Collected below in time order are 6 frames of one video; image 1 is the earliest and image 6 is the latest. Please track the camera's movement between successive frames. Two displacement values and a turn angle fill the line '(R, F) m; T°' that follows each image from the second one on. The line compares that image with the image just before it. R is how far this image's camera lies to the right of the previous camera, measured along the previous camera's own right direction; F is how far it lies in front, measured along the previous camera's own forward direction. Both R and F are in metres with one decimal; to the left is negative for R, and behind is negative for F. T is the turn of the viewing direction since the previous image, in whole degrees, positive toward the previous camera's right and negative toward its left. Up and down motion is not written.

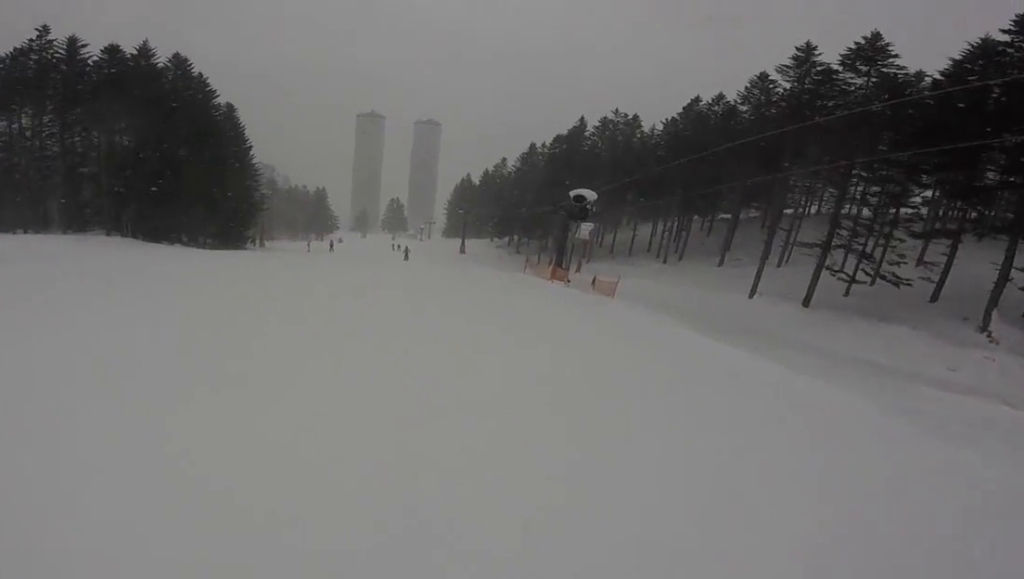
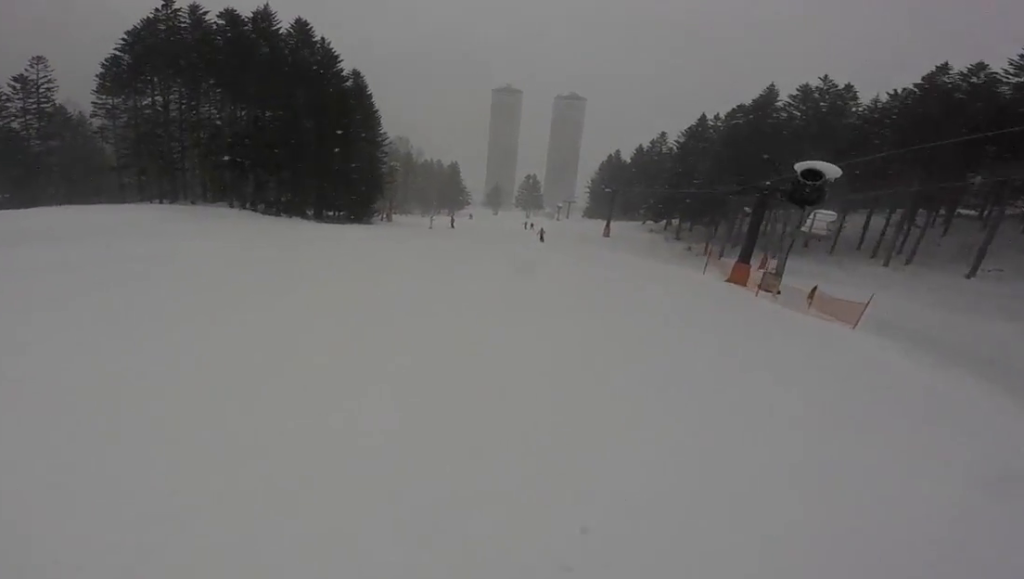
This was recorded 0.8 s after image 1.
(-1.1, +5.9) m; -1°
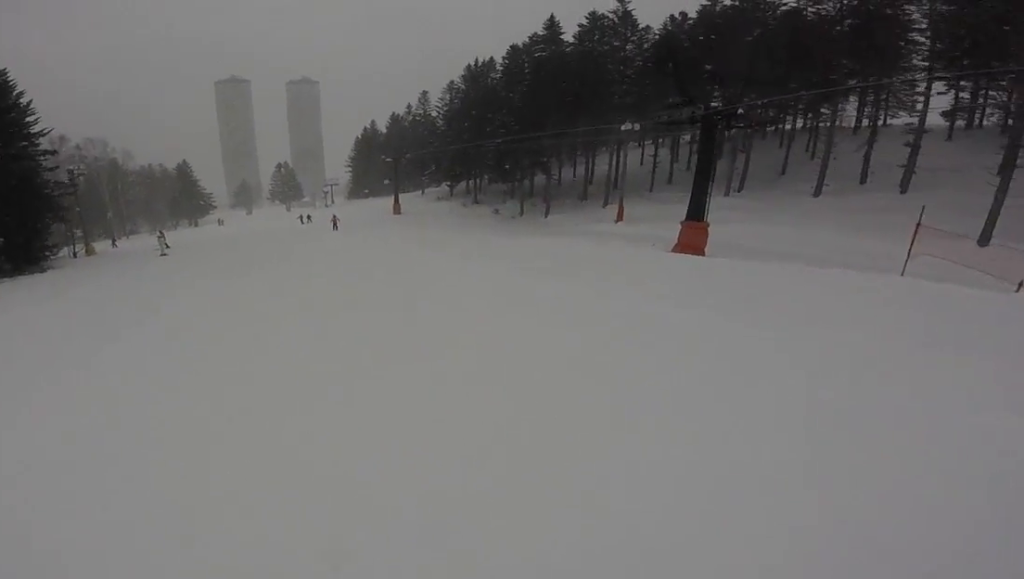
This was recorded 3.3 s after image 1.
(+3.7, +21.2) m; +10°
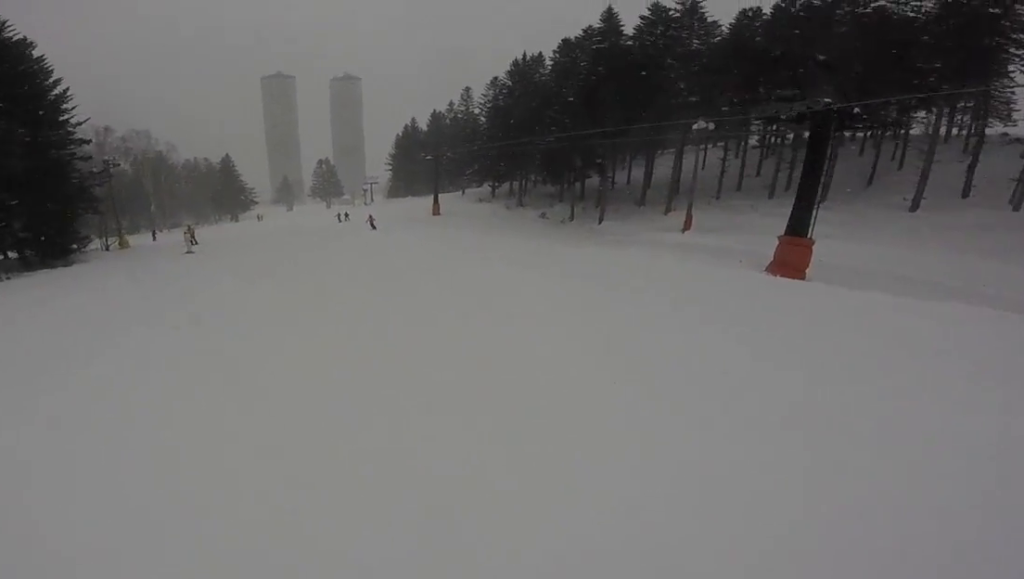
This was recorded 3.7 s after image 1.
(+0.2, +3.6) m; -5°
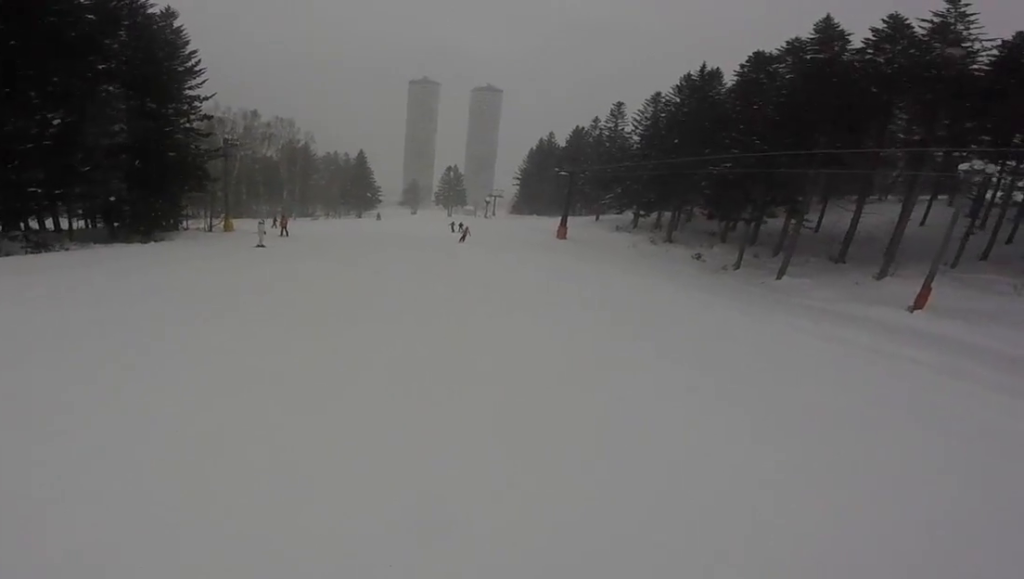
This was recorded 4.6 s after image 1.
(-0.8, +7.3) m; -9°
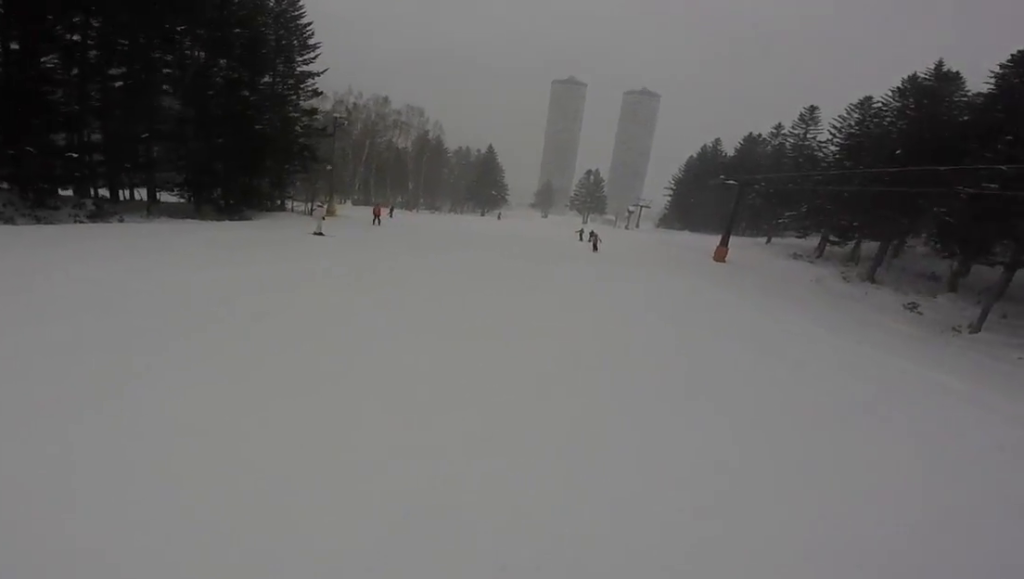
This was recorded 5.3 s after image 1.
(-0.8, +6.6) m; -5°
